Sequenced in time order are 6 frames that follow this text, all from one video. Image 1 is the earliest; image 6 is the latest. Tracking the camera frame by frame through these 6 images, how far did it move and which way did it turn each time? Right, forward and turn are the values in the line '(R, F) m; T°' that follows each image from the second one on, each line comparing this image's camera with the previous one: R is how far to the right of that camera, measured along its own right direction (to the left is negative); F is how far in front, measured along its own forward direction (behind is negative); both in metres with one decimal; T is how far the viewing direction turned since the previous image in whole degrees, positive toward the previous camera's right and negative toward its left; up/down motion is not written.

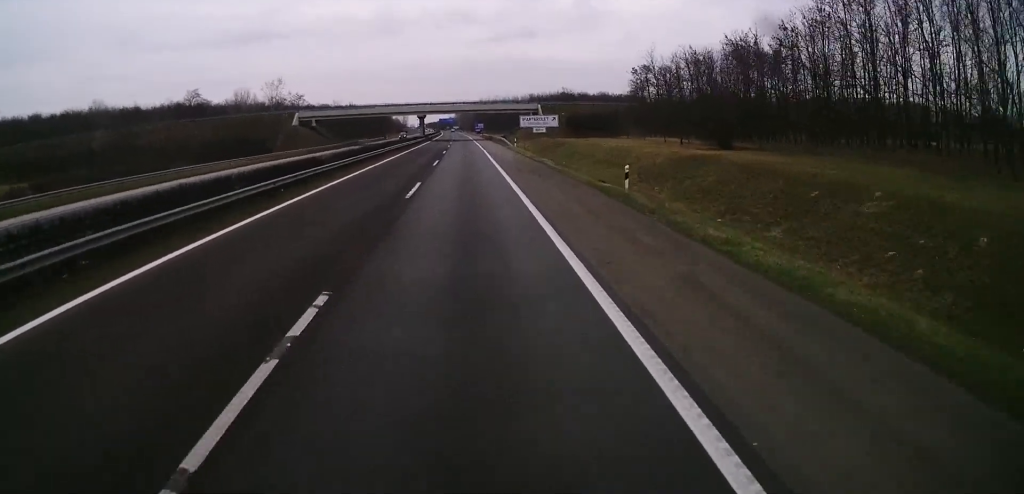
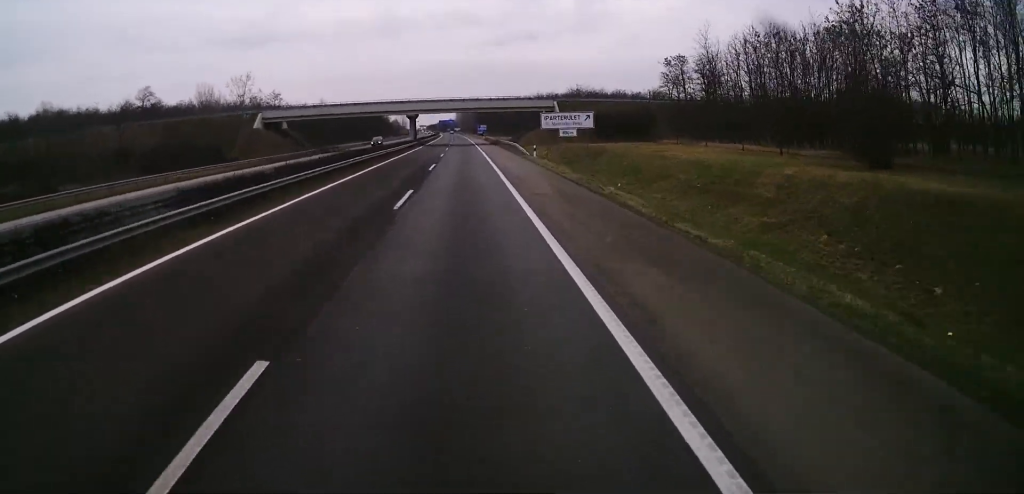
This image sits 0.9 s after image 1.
(+0.2, +20.7) m; +1°
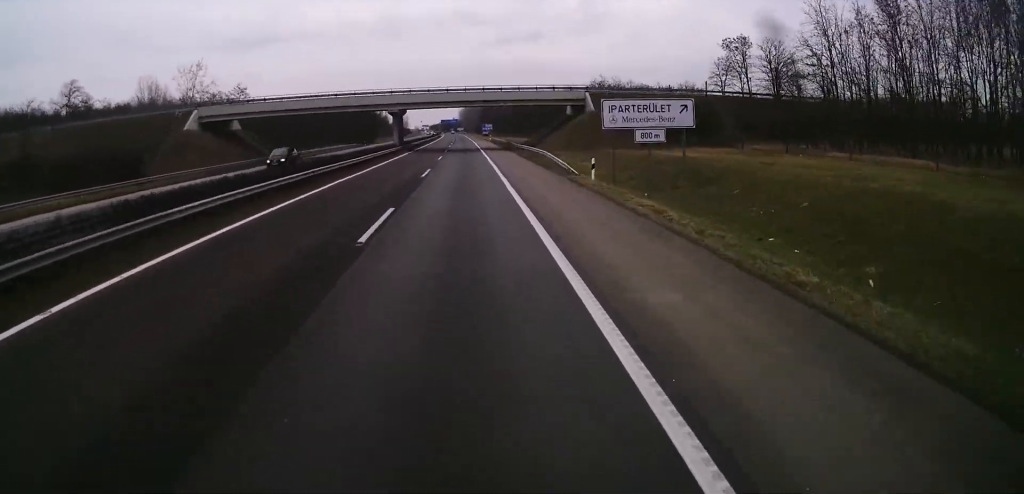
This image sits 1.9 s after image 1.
(0.0, +23.7) m; 0°
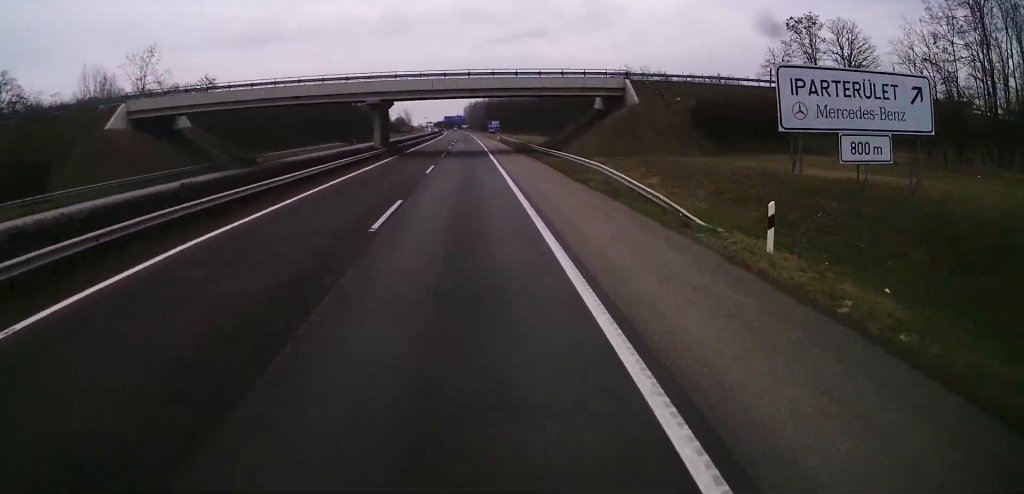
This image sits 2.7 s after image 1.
(0.0, +16.8) m; -1°
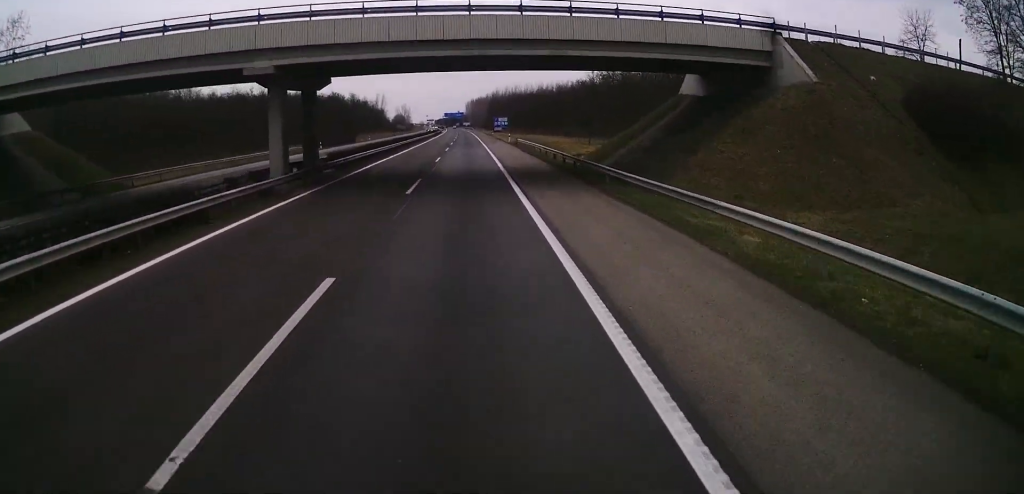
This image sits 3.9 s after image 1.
(-0.3, +28.3) m; -1°
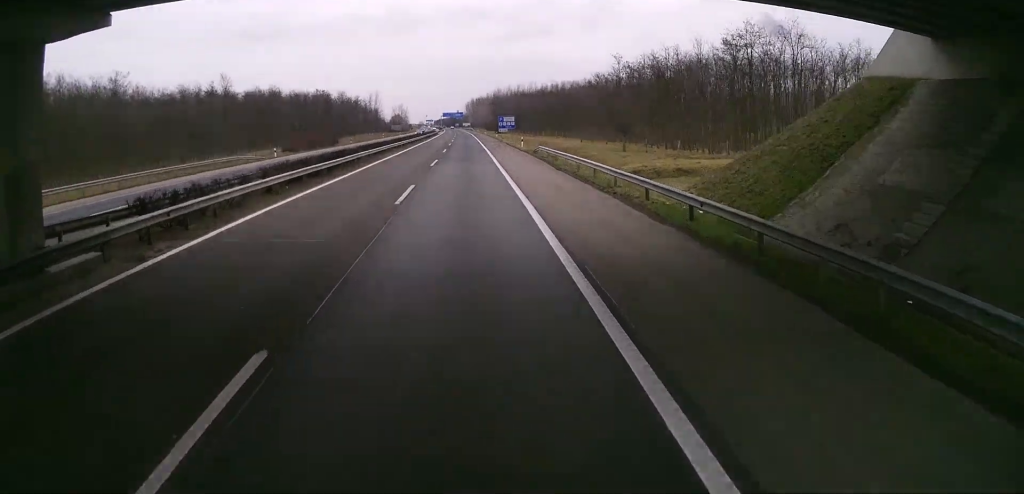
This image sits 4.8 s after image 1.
(0.0, +21.3) m; 0°
